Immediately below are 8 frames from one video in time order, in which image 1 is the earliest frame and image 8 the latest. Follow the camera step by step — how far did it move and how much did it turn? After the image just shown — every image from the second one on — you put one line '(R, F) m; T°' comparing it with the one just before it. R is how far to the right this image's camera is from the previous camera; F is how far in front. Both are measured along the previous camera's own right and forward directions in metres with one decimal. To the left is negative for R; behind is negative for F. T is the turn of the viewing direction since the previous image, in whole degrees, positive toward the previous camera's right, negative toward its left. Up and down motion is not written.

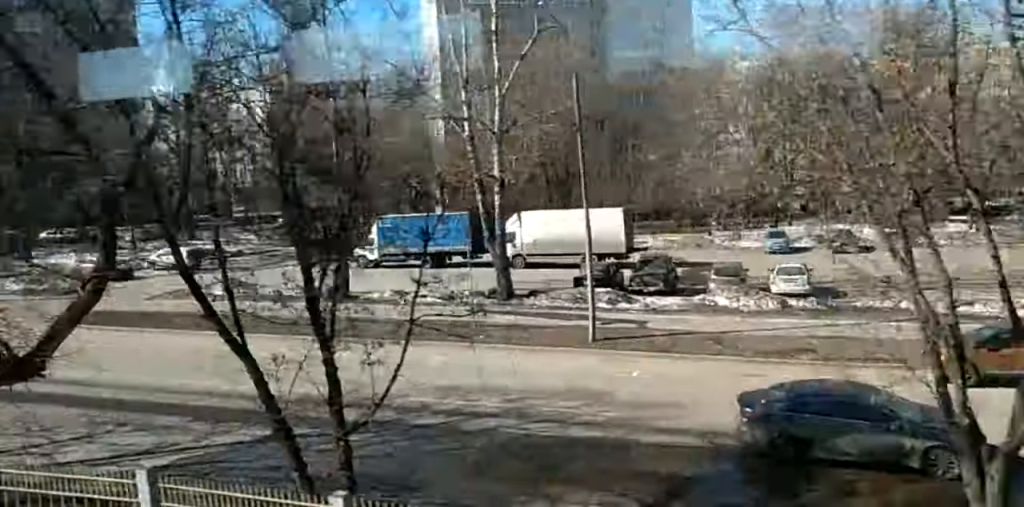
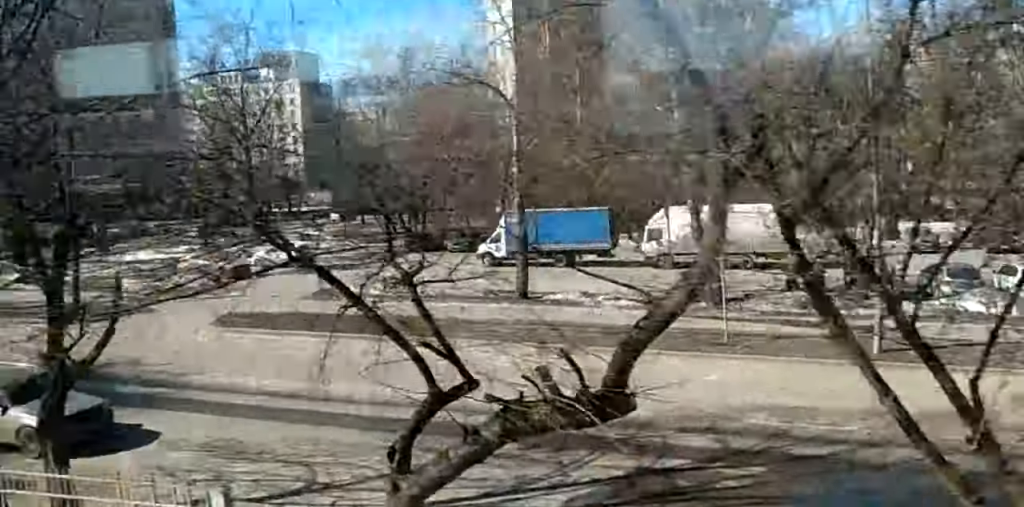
(0.0, +9.4) m; 0°
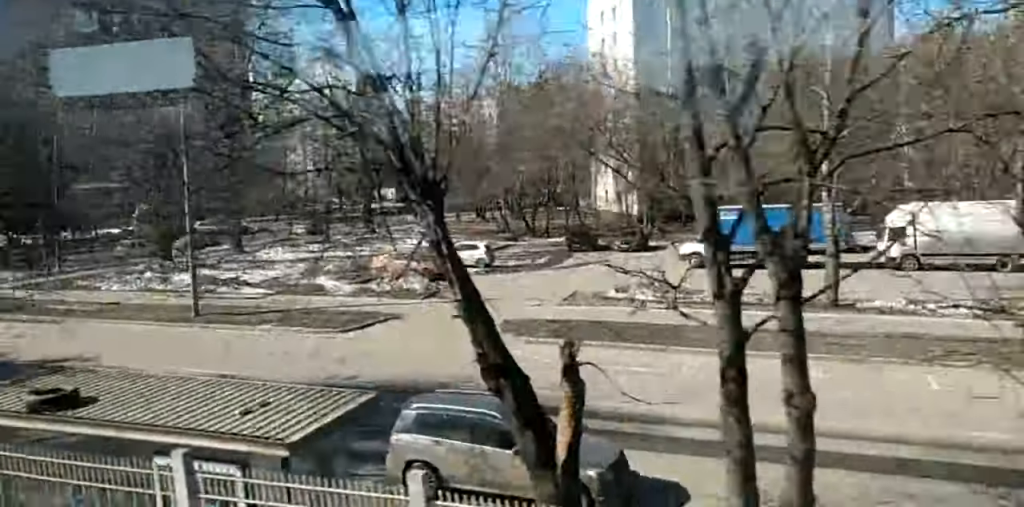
(0.0, +11.2) m; +1°
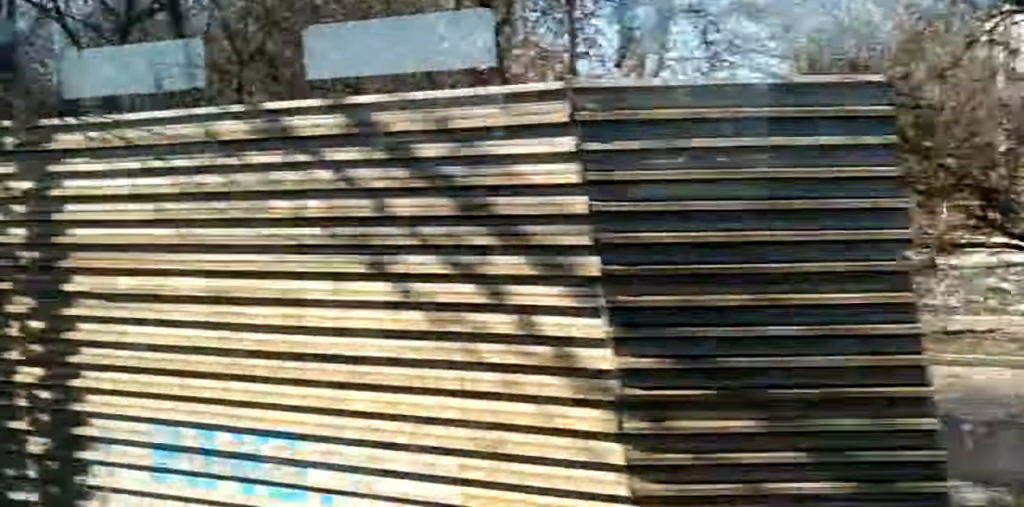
(+0.8, +41.6) m; +2°
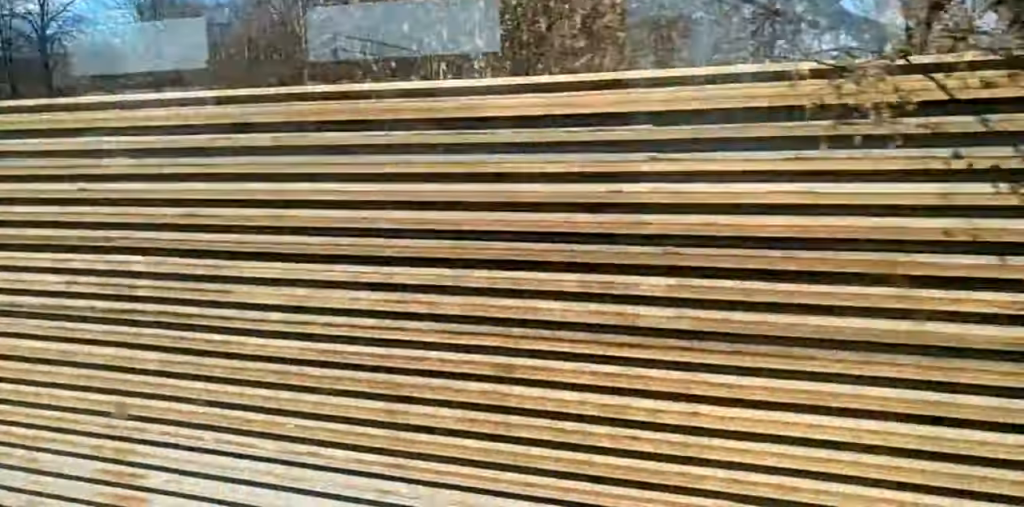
(+0.1, +18.0) m; 0°
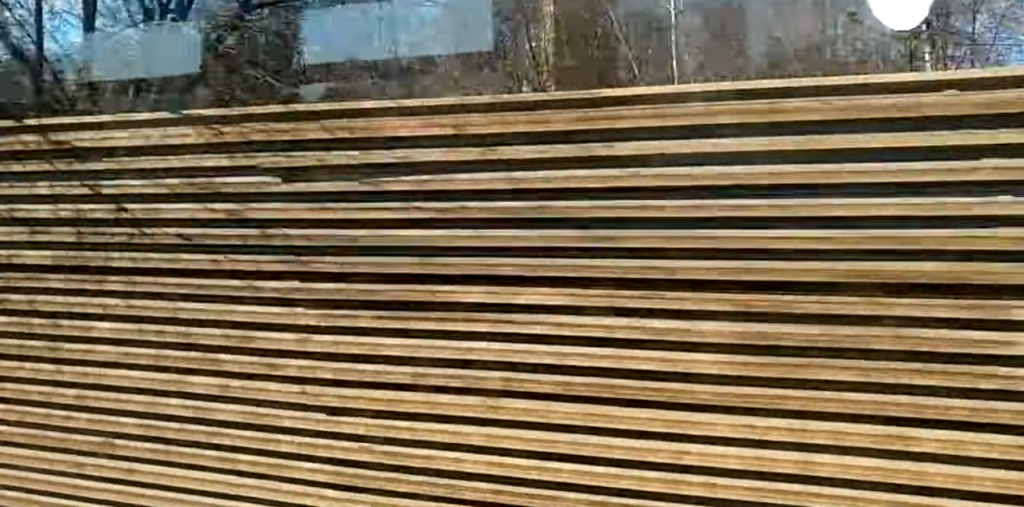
(+0.1, +20.0) m; 0°
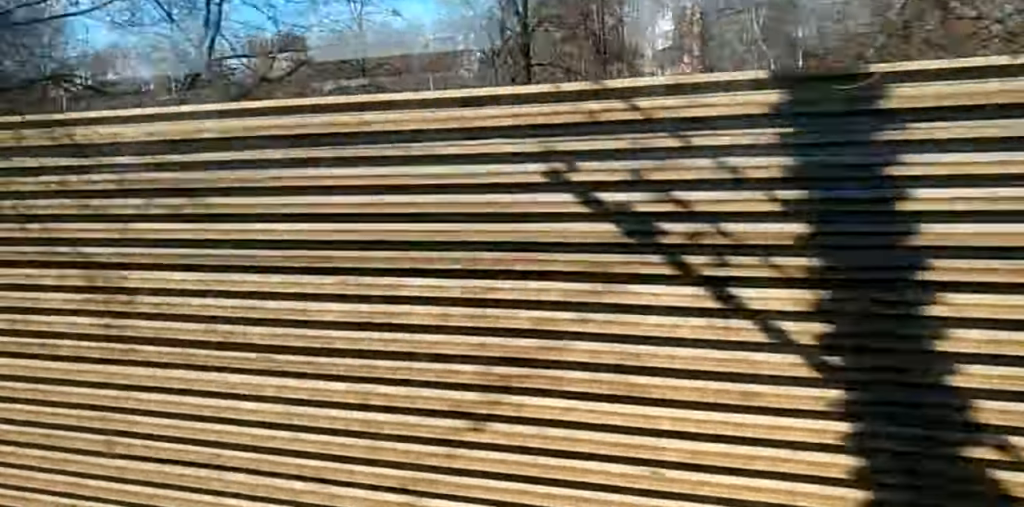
(0.0, +14.6) m; 0°
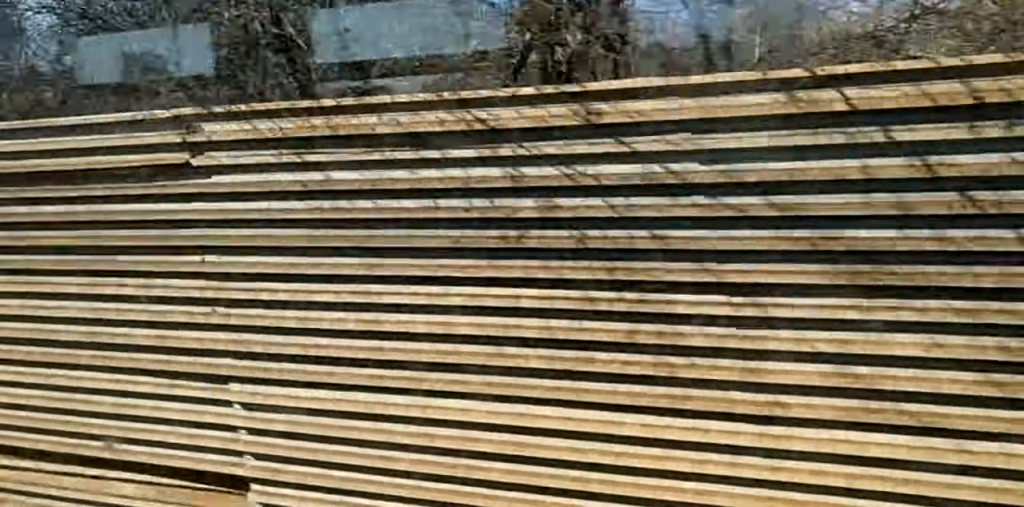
(-0.1, +35.2) m; 0°
